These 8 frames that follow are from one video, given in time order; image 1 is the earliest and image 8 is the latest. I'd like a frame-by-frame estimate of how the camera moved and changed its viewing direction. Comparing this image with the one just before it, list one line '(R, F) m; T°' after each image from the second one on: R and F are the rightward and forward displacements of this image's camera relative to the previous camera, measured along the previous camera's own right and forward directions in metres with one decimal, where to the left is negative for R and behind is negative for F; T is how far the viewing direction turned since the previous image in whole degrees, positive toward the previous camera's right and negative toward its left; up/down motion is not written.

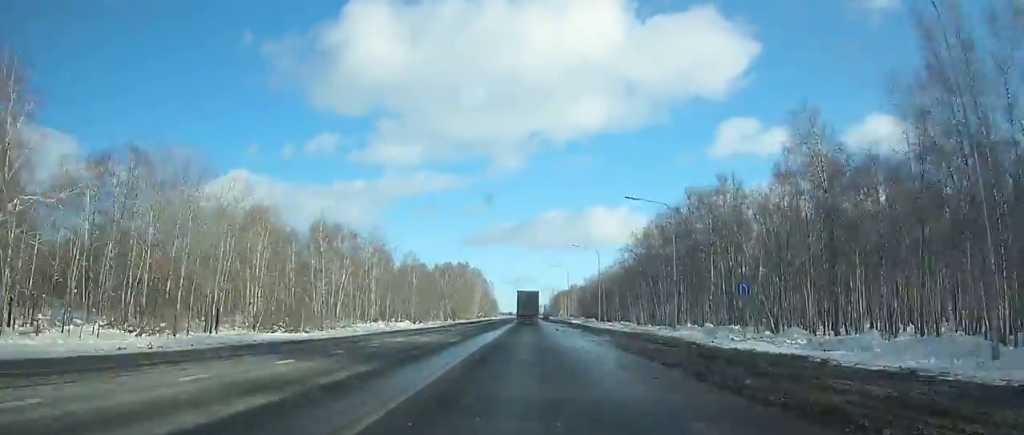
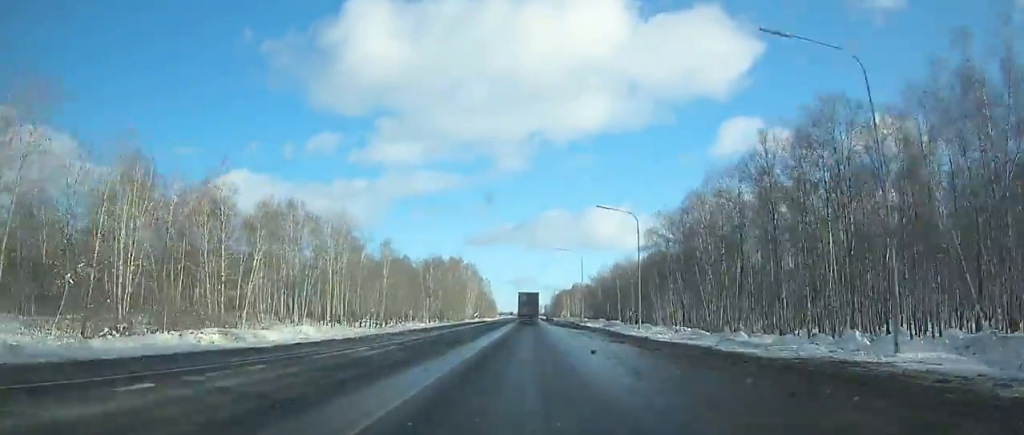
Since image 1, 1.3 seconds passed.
(+0.1, +26.1) m; 0°
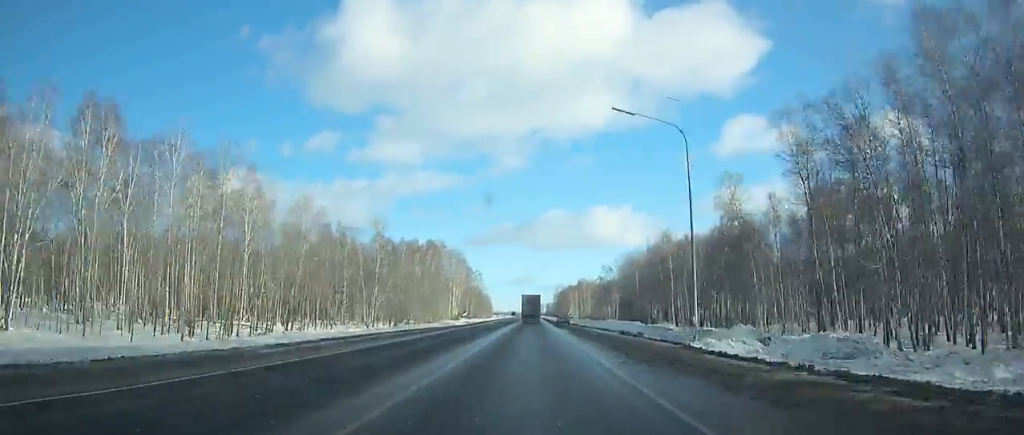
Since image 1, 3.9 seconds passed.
(0.0, +52.5) m; 0°
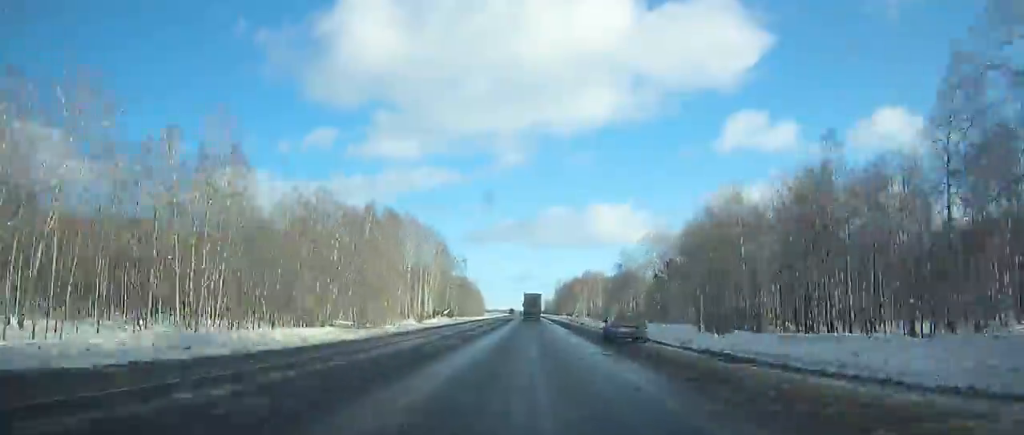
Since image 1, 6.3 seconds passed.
(-0.1, +48.6) m; 0°
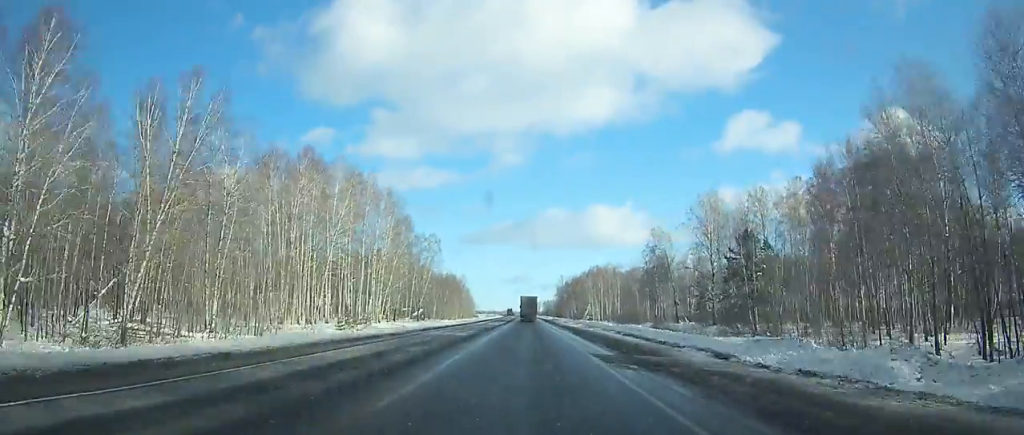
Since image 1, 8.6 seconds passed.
(-0.1, +46.9) m; 0°
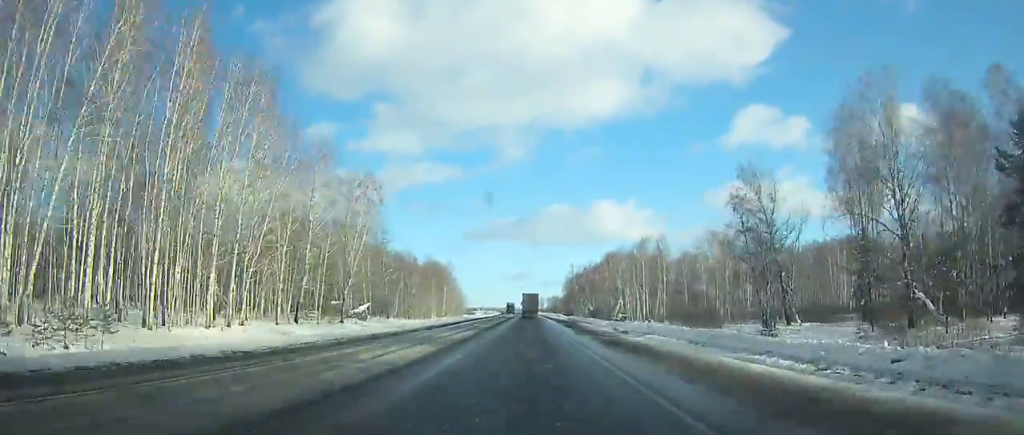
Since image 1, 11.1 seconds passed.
(+0.1, +52.9) m; 0°
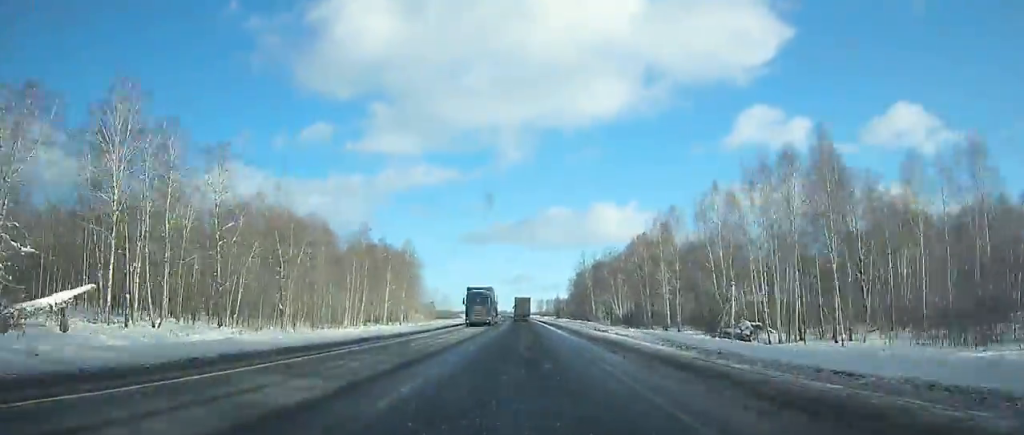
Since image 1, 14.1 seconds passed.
(0.0, +68.7) m; 0°
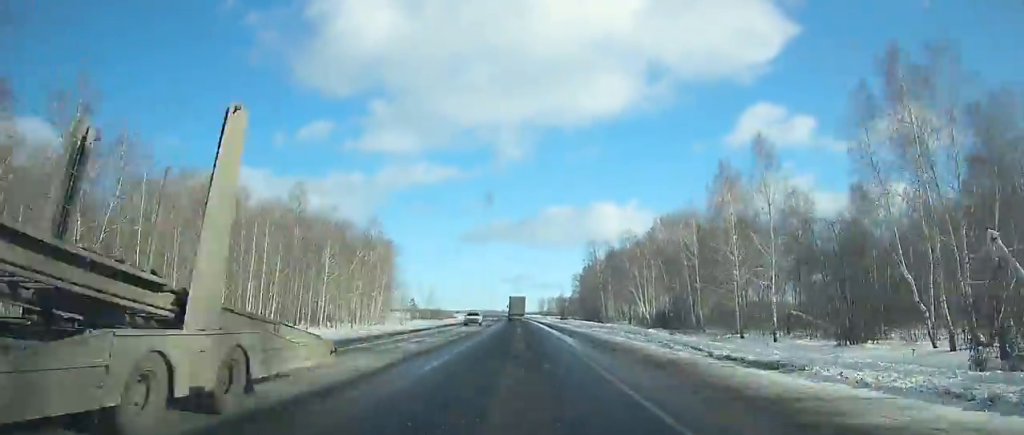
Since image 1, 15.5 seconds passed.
(-0.1, +33.3) m; 0°
